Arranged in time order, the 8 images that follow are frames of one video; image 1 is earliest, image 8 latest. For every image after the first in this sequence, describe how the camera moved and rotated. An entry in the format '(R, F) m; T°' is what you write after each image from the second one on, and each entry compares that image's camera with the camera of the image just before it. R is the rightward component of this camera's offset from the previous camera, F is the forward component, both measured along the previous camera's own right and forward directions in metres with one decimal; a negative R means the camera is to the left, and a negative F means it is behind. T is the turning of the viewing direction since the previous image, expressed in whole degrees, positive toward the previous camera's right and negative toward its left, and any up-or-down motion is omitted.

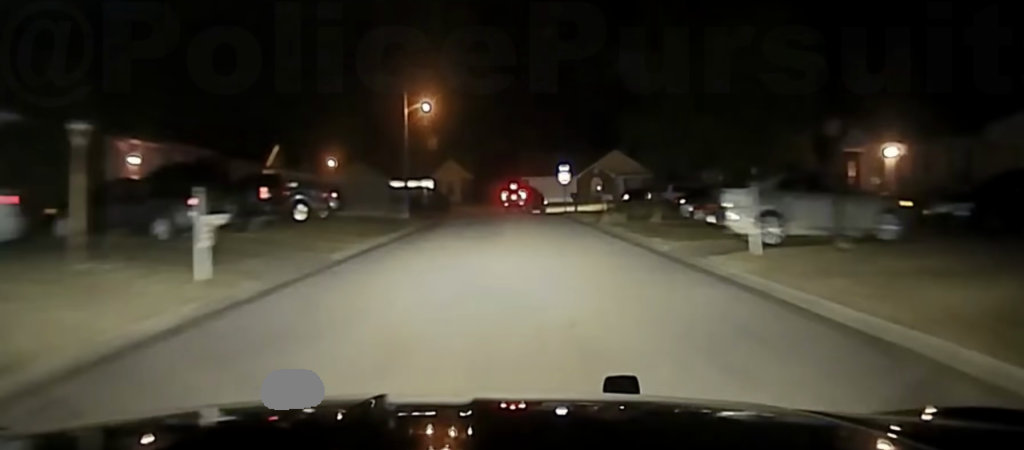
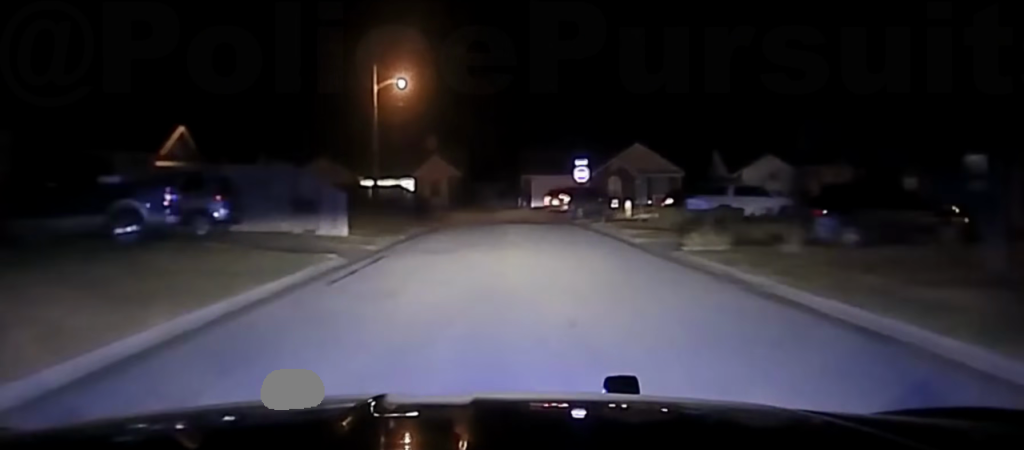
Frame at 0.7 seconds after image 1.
(0.0, +18.5) m; 0°
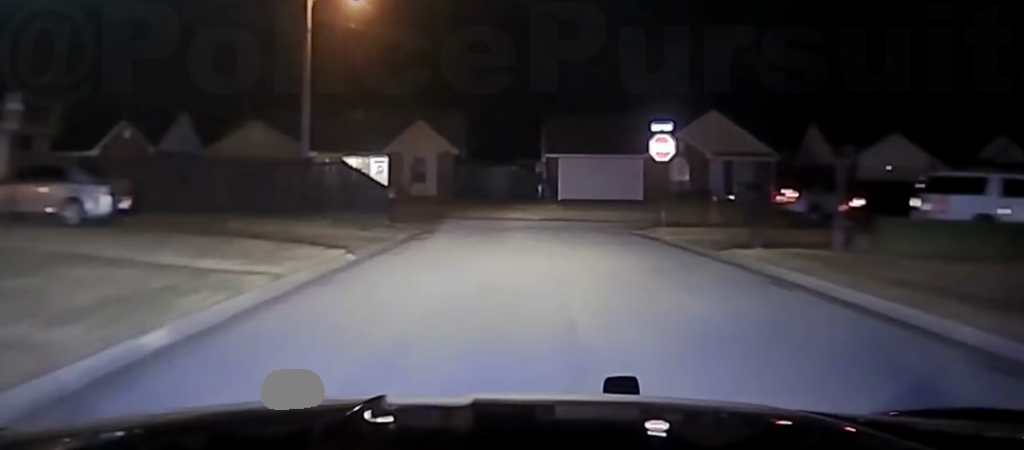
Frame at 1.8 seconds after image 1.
(0.0, +24.0) m; +1°
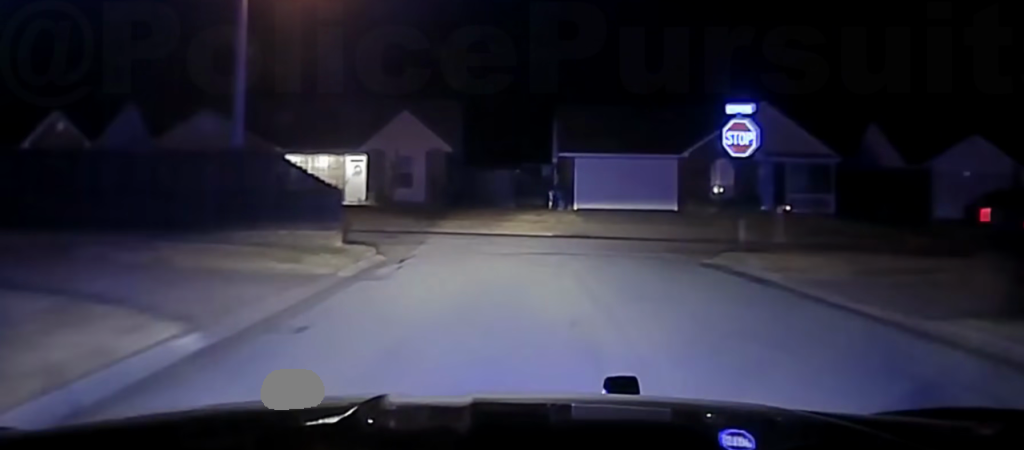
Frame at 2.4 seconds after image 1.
(-0.1, +9.5) m; +2°
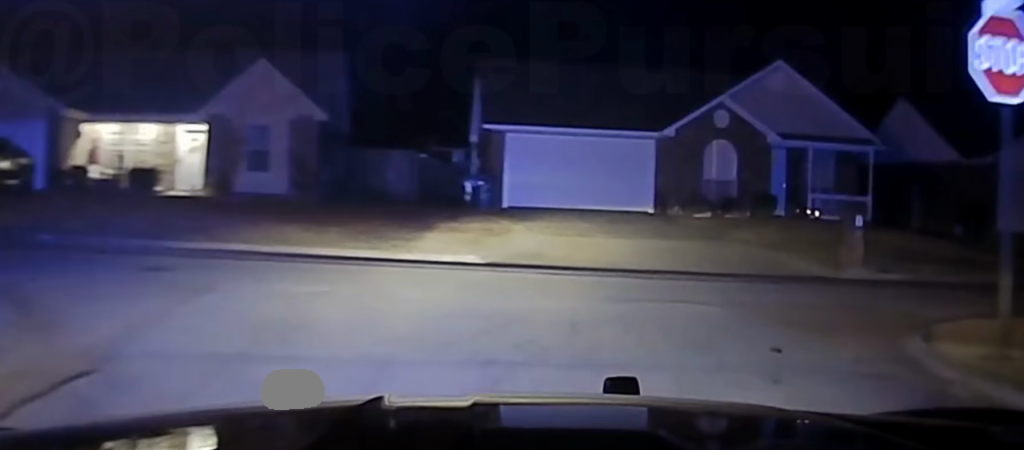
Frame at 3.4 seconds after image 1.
(+0.8, +12.6) m; +20°
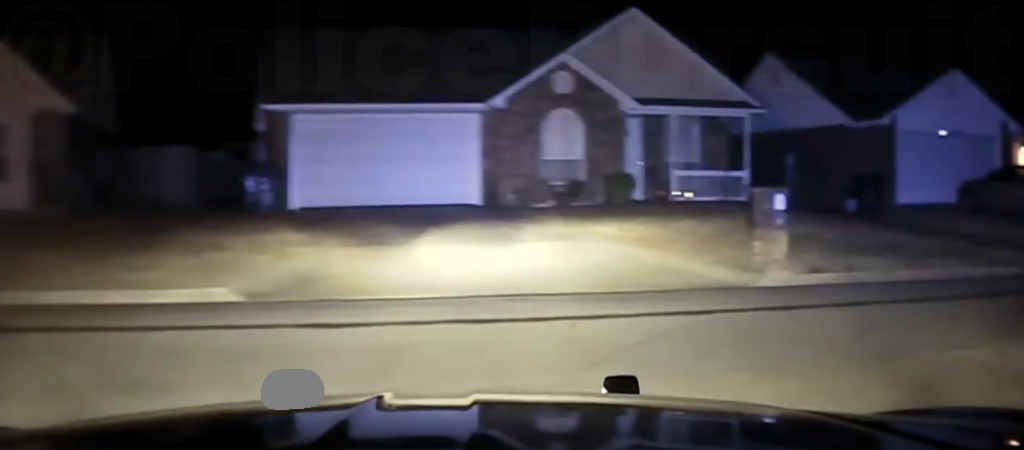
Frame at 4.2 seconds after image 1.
(+1.7, +5.7) m; +27°
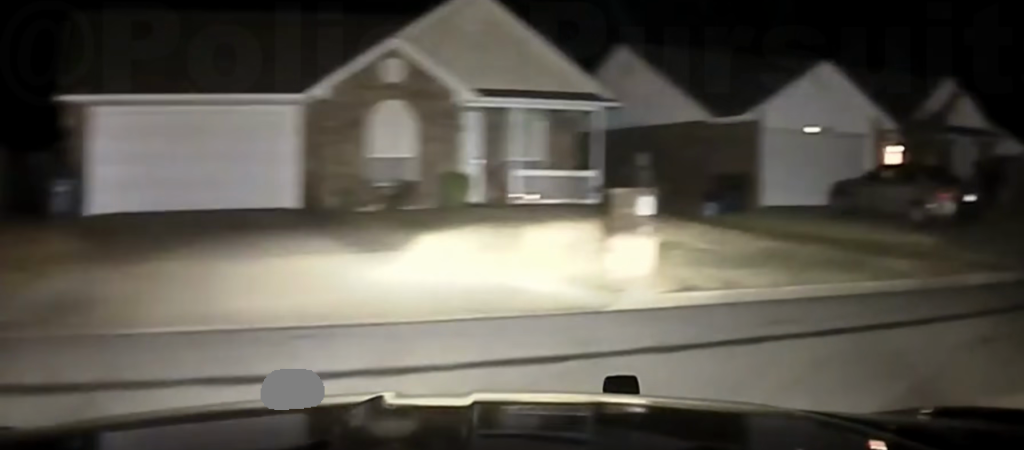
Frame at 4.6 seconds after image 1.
(+0.4, +3.2) m; +17°
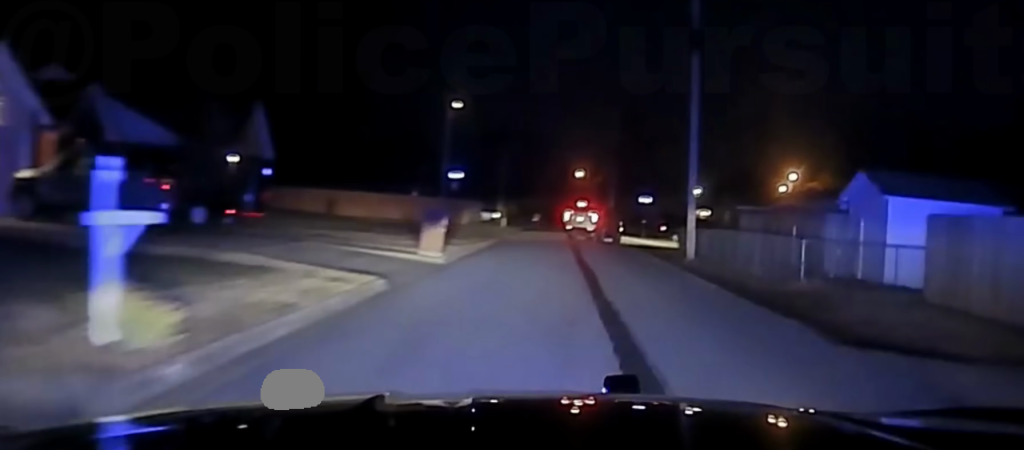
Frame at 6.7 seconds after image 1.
(+5.7, +19.9) m; +24°
